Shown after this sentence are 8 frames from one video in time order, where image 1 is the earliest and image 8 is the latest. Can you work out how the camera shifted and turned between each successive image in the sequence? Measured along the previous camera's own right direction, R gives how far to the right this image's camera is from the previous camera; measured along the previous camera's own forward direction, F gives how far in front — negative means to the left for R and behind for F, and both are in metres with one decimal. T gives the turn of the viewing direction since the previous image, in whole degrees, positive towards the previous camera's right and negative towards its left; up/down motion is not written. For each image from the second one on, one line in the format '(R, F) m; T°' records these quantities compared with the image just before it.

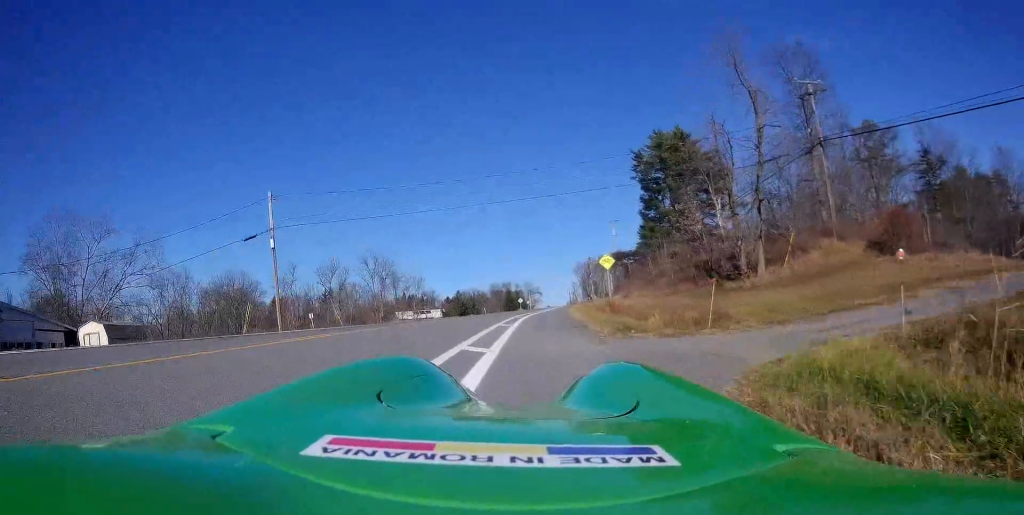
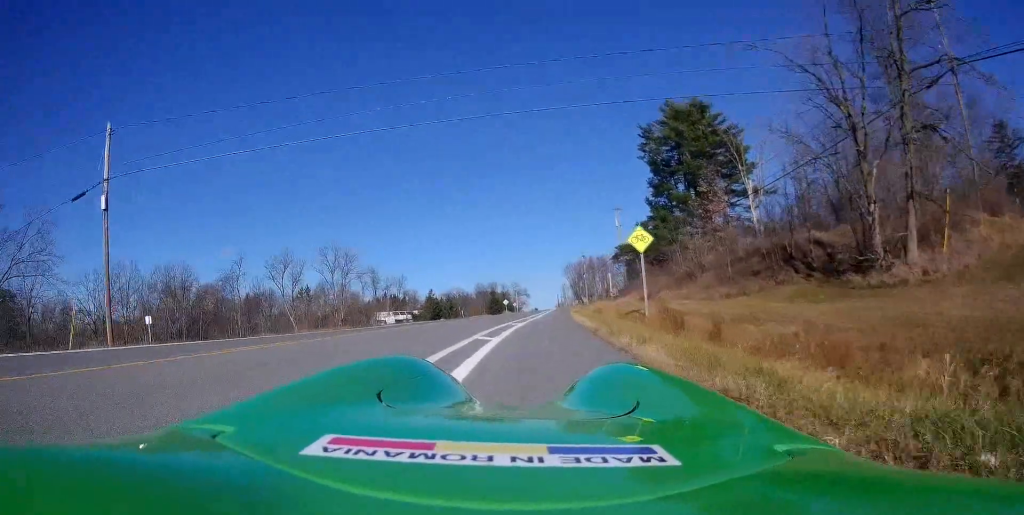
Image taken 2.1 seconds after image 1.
(+0.4, +14.3) m; +2°
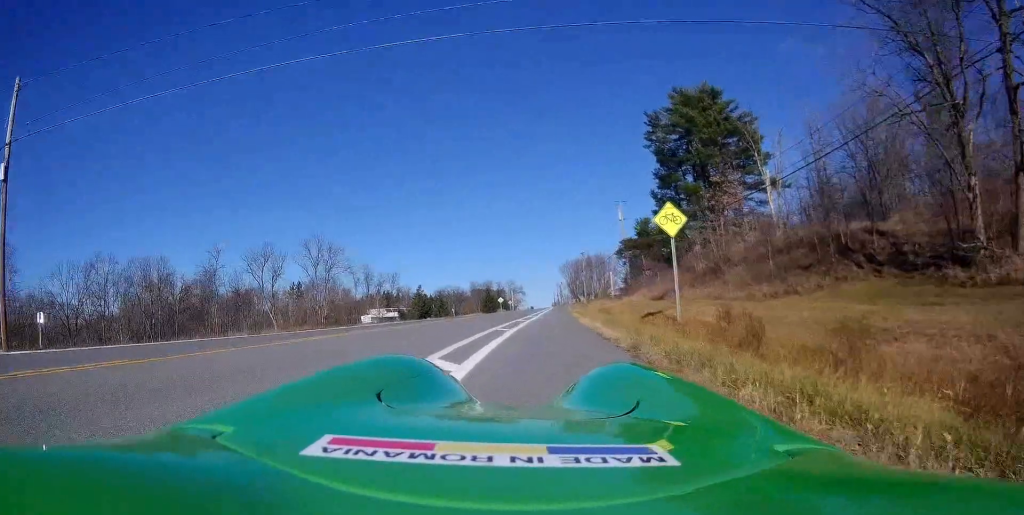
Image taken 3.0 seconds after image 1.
(0.0, +5.3) m; 0°
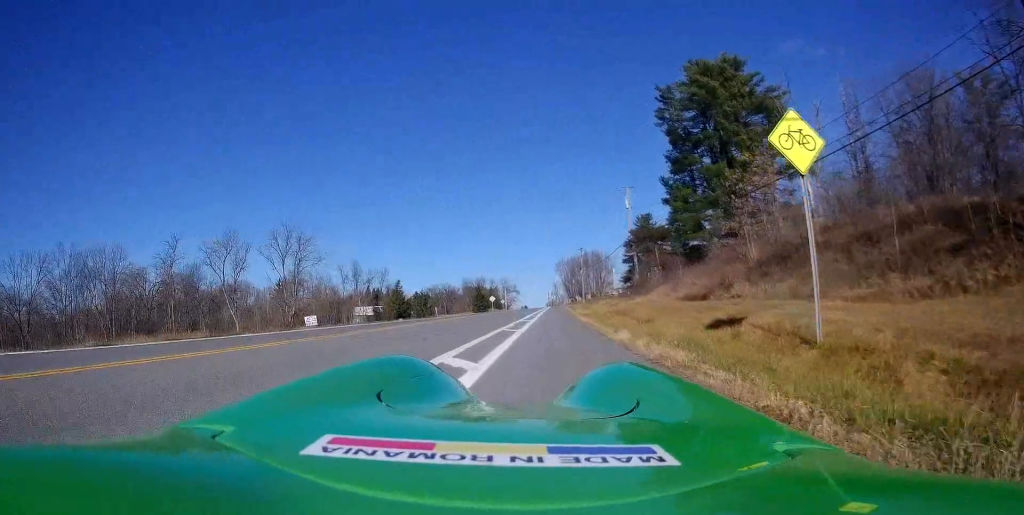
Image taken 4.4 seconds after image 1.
(0.0, +8.8) m; 0°
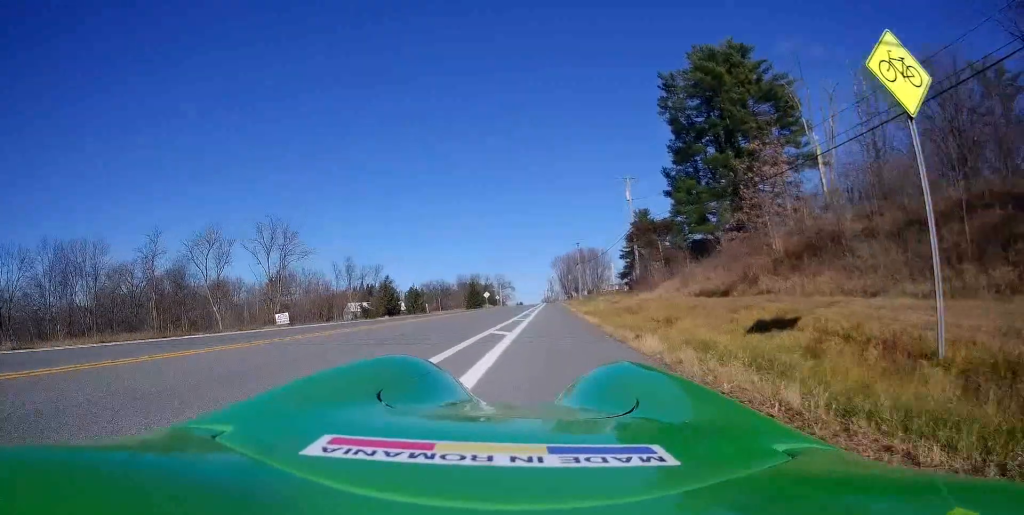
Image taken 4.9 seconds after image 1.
(0.0, +3.0) m; +1°
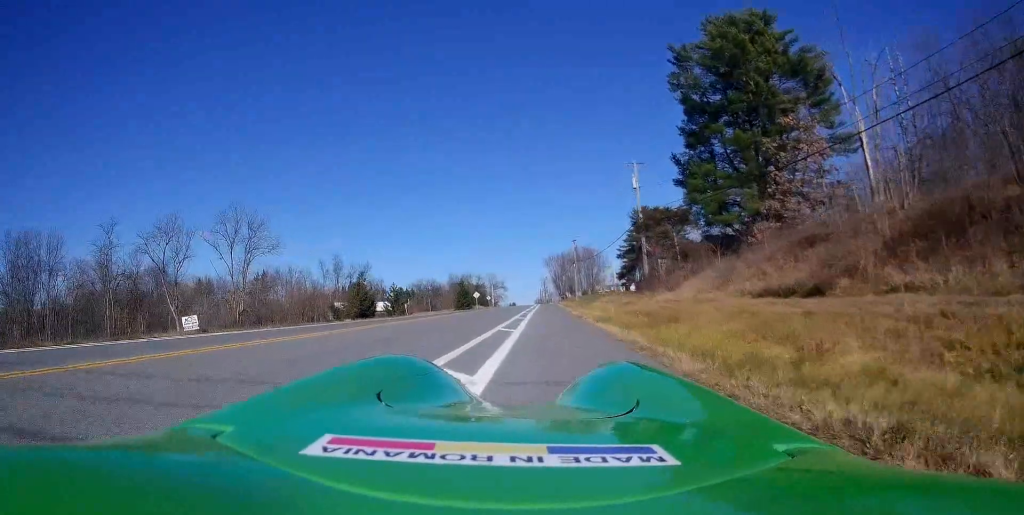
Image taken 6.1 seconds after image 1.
(+0.3, +7.4) m; +3°
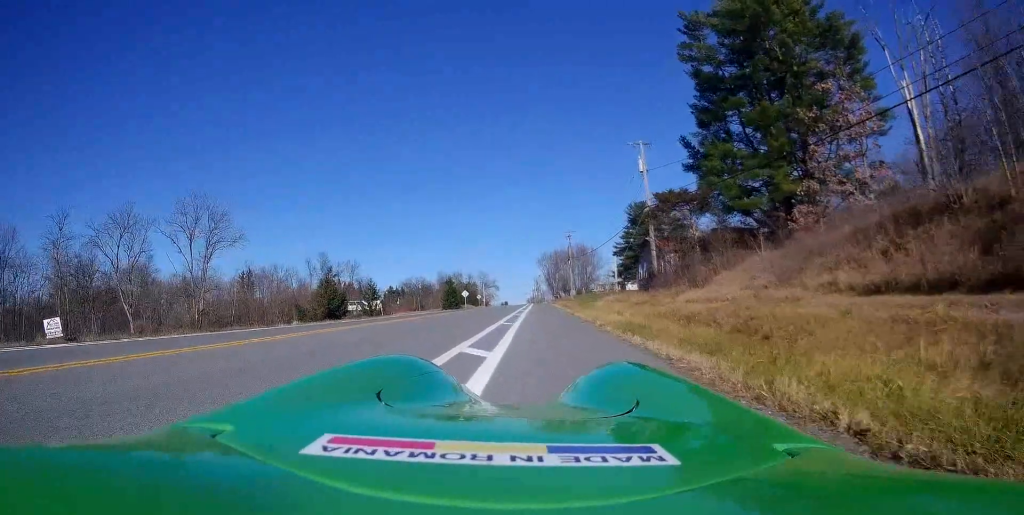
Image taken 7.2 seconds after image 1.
(-0.1, +6.3) m; -3°
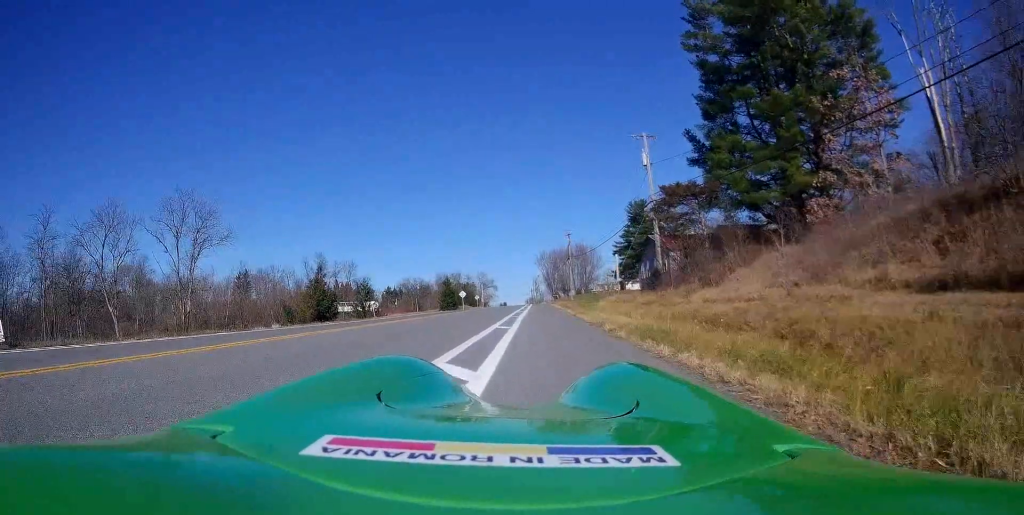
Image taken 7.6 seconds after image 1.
(0.0, +2.1) m; -1°
